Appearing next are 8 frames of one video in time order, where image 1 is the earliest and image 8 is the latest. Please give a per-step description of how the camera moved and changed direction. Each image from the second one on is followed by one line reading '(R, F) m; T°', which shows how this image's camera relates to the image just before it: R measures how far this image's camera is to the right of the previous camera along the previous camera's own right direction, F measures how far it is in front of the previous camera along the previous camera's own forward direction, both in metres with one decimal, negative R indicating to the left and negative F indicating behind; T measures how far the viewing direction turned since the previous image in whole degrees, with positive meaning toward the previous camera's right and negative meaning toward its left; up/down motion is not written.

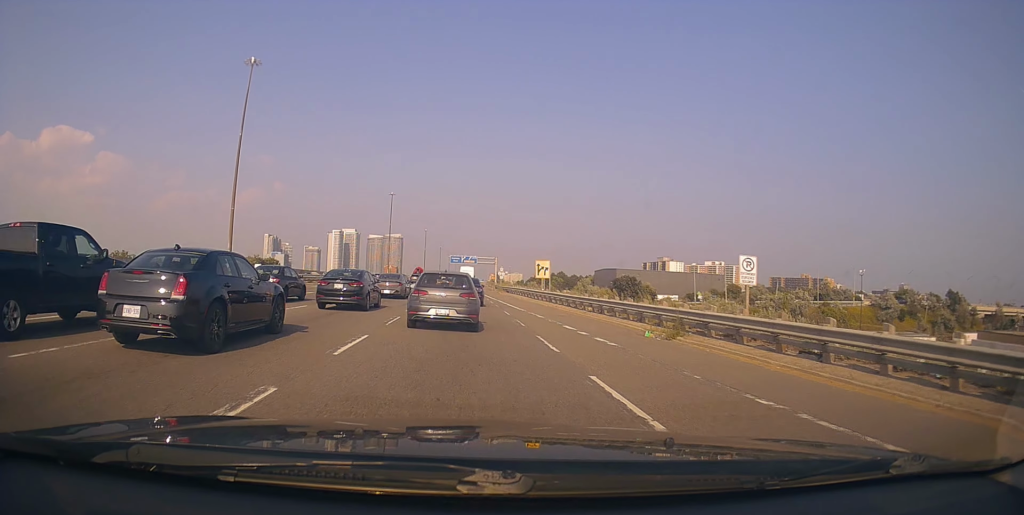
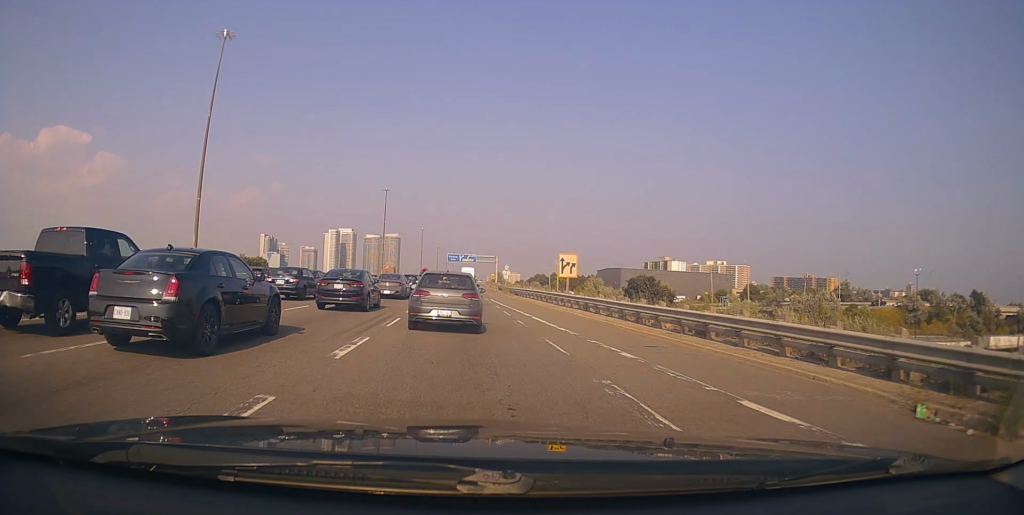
(-0.3, +11.7) m; -2°
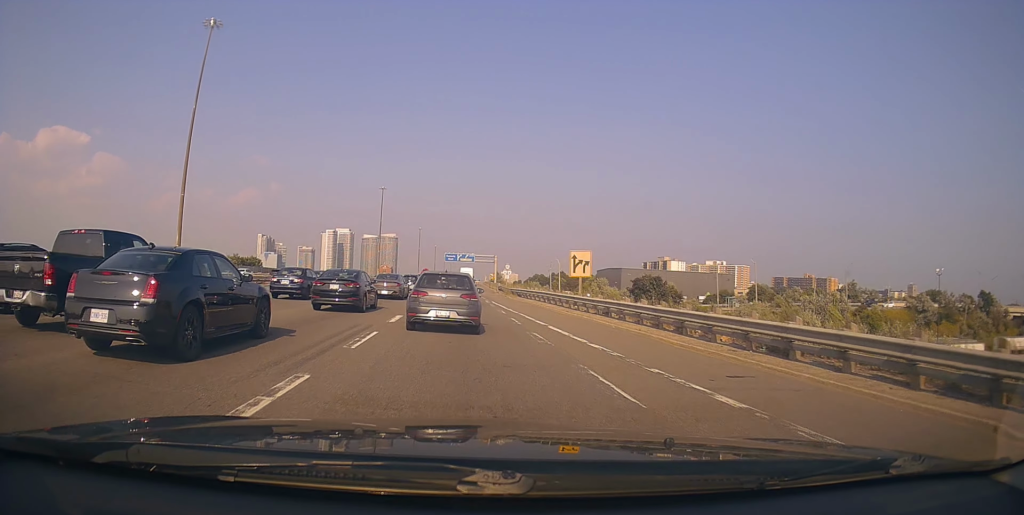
(0.0, +4.3) m; +1°
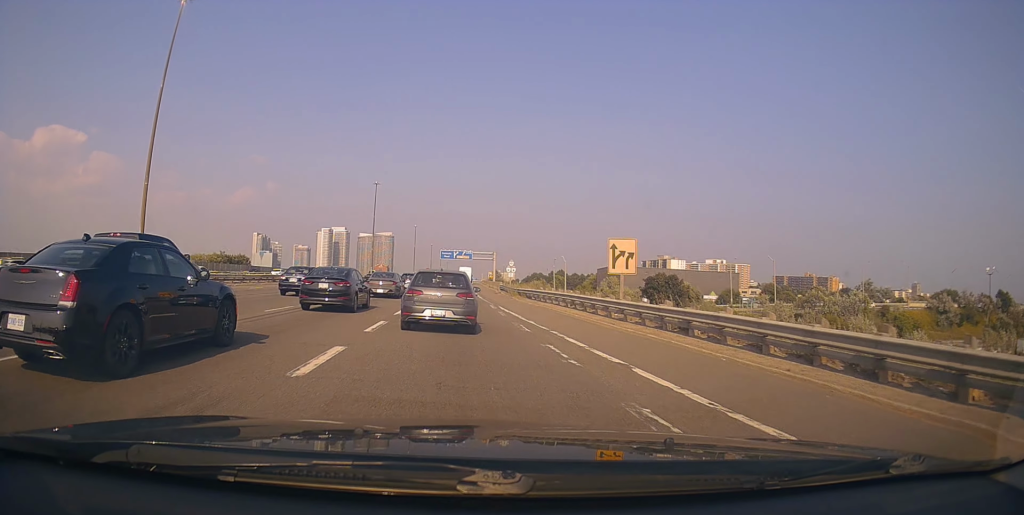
(+0.1, +8.6) m; +3°
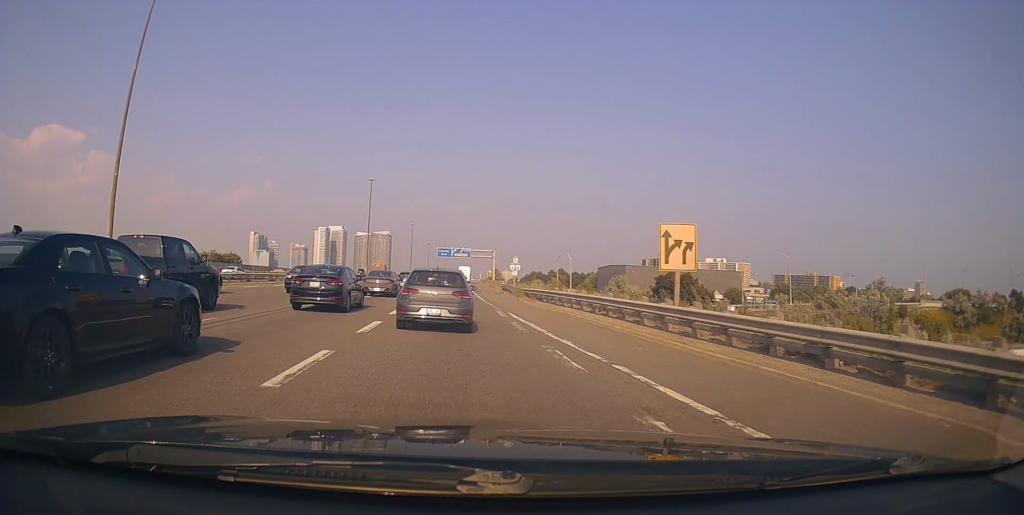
(+0.1, +6.3) m; +2°
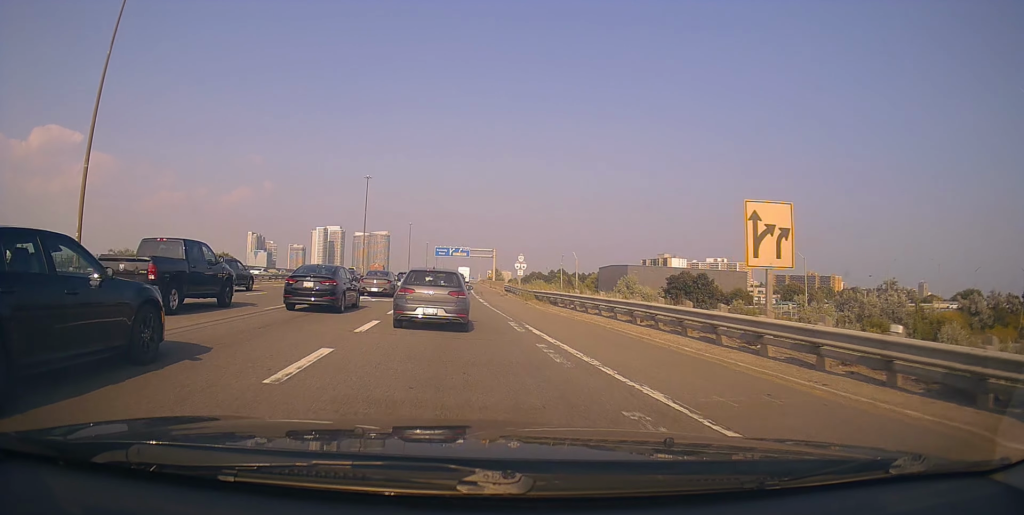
(+0.3, +5.7) m; -2°
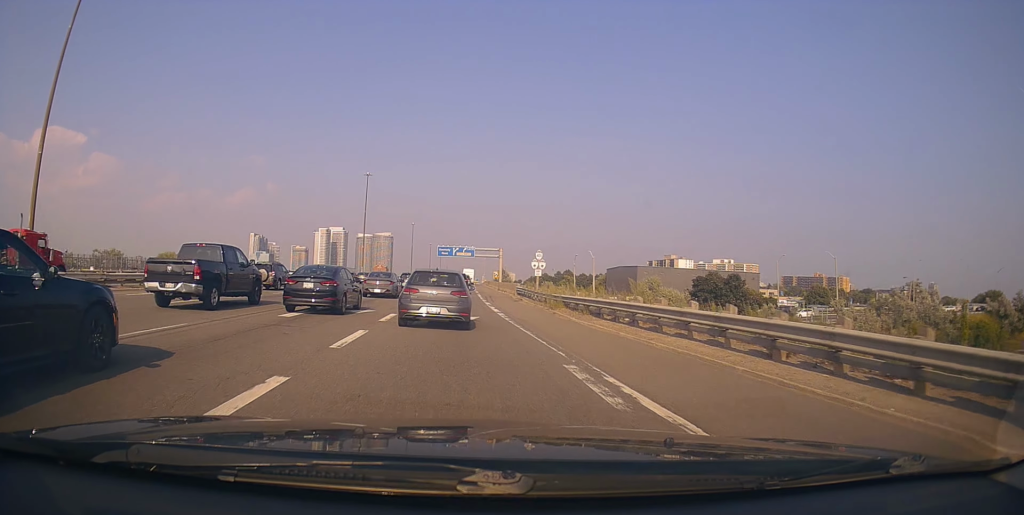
(-0.3, +8.4) m; -3°
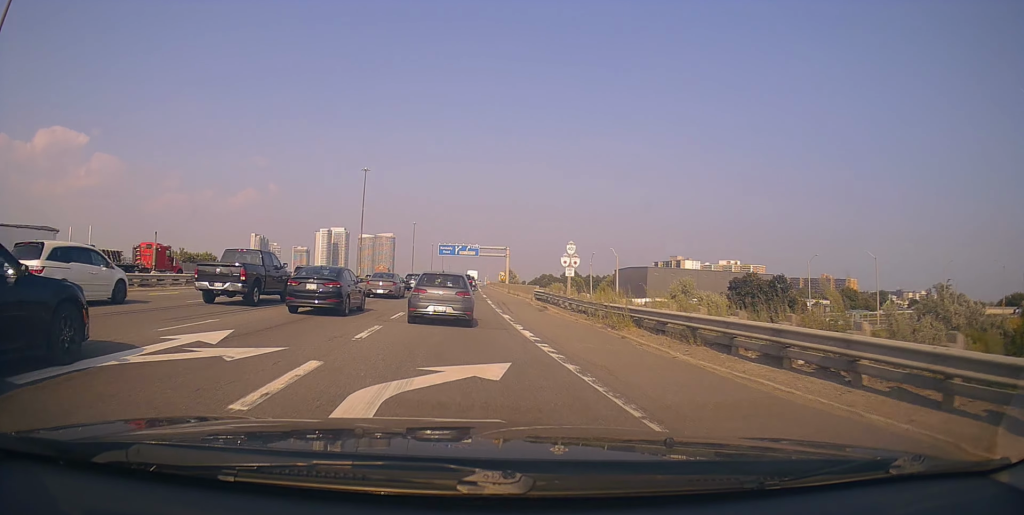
(-0.3, +10.2) m; 0°
